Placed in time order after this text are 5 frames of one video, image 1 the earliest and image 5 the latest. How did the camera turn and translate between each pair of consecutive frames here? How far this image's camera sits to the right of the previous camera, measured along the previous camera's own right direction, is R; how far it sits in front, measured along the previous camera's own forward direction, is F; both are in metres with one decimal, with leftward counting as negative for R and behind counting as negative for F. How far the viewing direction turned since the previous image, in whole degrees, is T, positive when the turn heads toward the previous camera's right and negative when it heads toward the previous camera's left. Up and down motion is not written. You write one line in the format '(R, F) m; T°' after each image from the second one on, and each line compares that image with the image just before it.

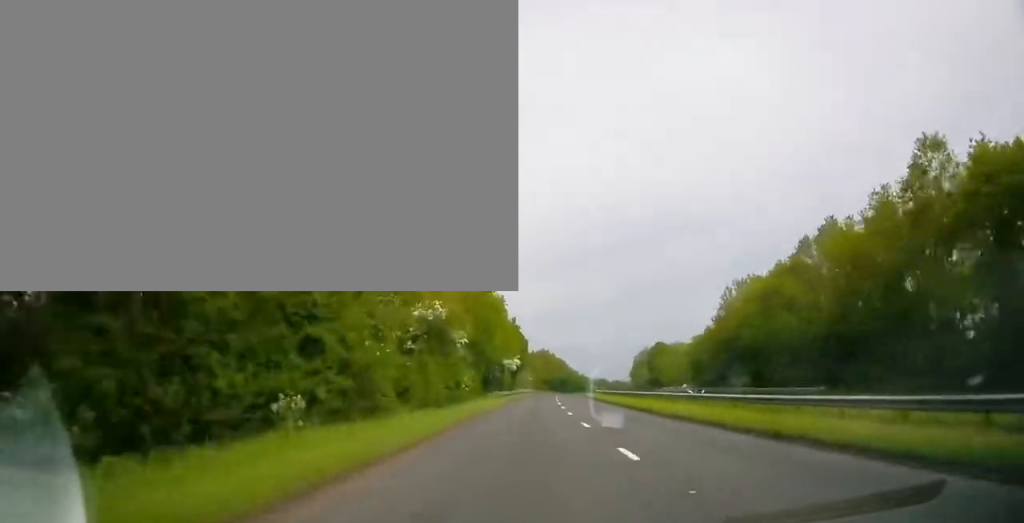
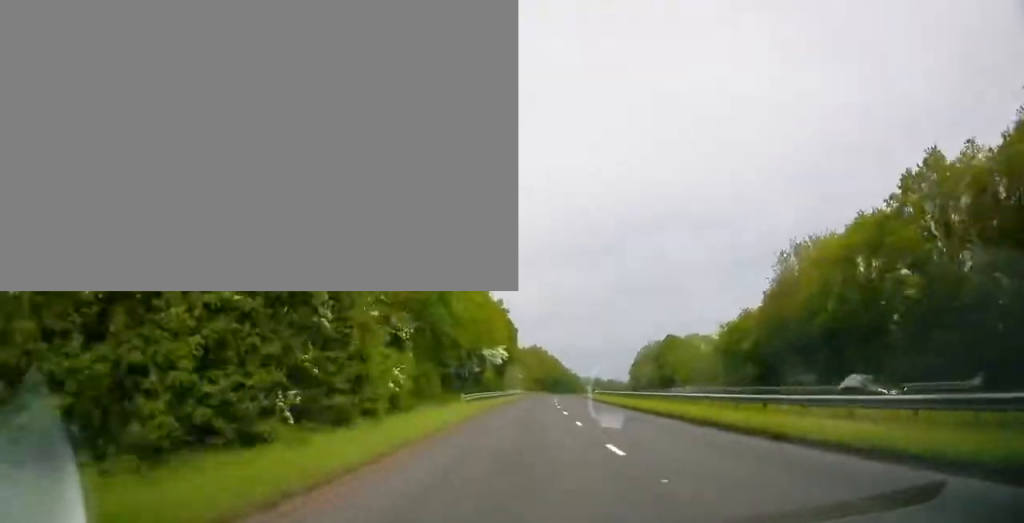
(+0.3, +16.7) m; +1°
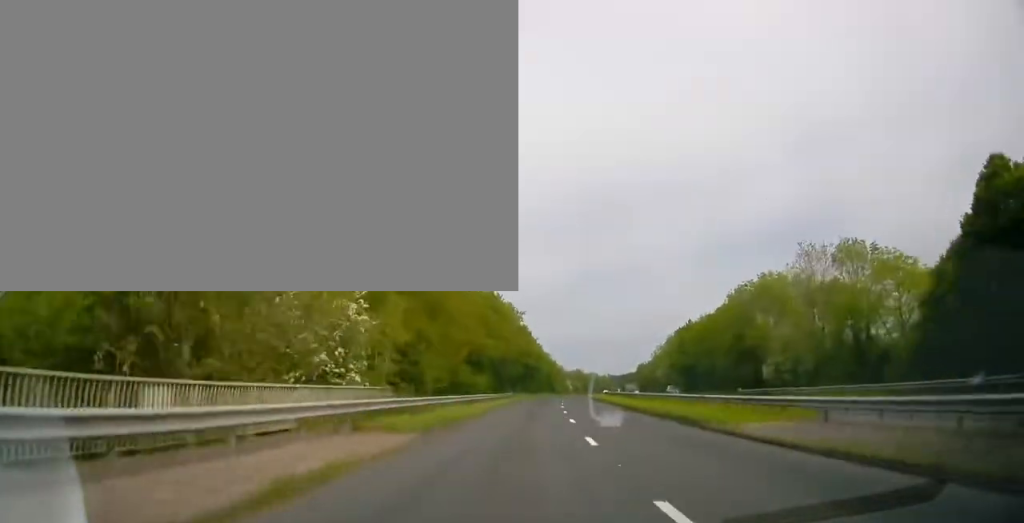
(+2.7, +85.6) m; +3°
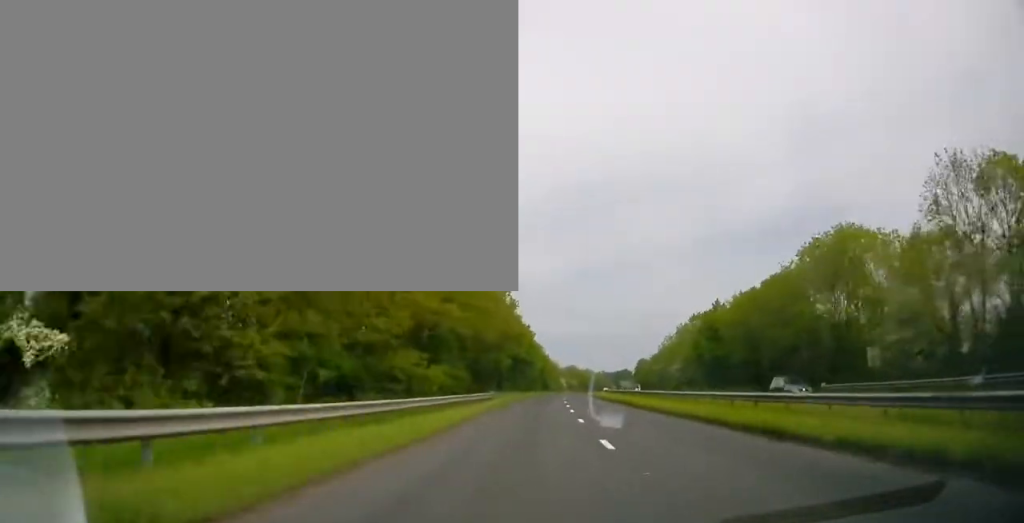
(+0.1, +19.0) m; +1°
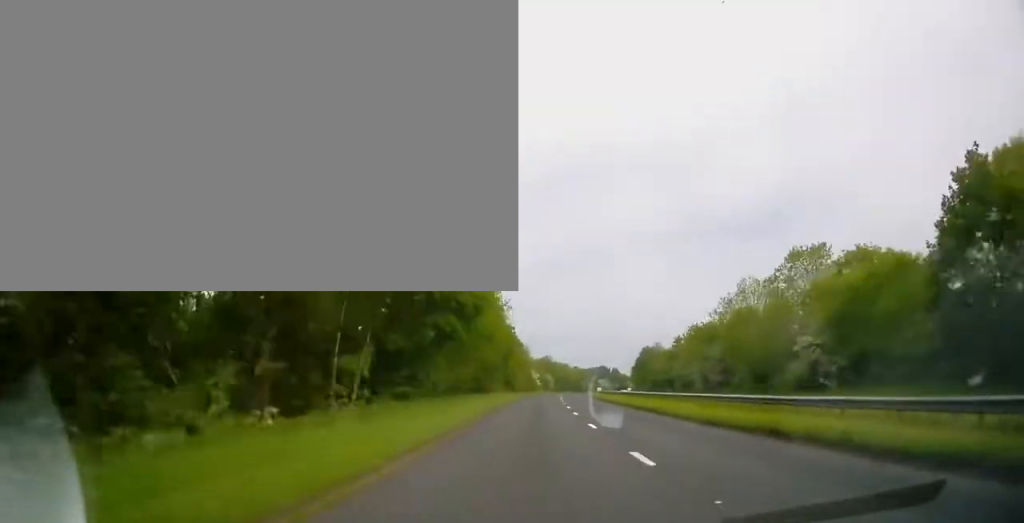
(+1.8, +54.9) m; +3°
